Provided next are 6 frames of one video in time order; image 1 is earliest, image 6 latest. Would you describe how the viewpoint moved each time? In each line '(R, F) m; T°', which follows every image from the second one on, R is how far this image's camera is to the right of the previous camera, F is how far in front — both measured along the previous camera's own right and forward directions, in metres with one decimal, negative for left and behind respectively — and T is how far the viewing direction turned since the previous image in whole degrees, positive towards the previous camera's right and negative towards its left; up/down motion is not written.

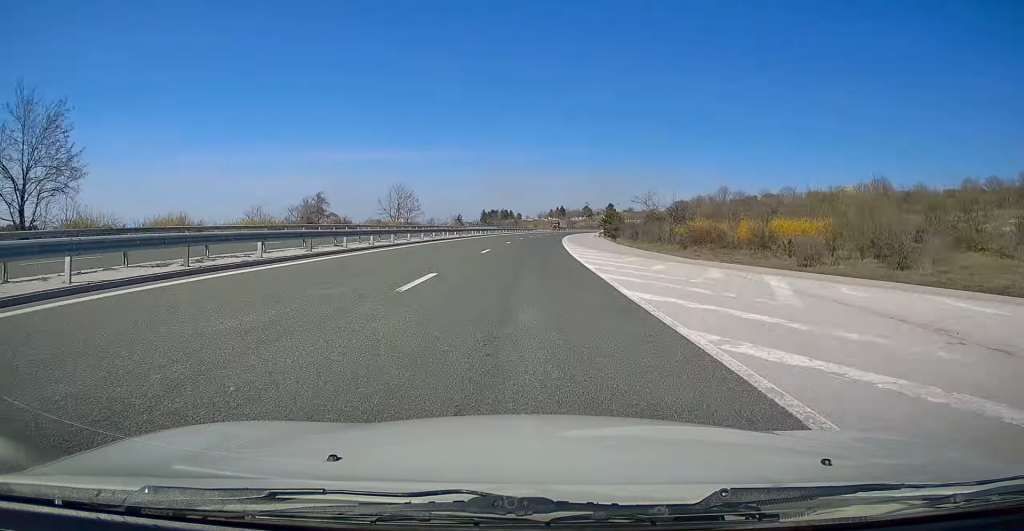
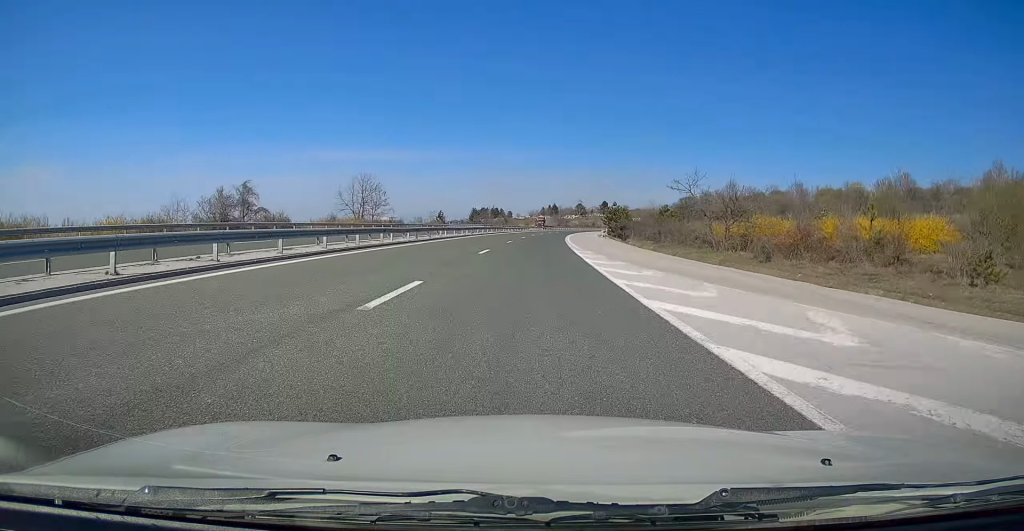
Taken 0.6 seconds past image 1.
(-0.5, +18.5) m; -1°
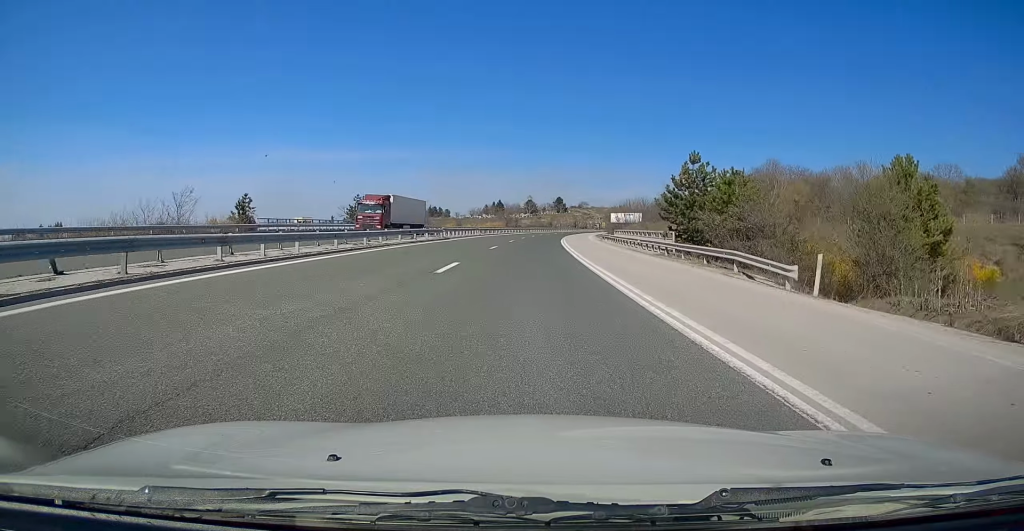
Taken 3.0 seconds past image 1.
(+2.2, +74.4) m; +6°
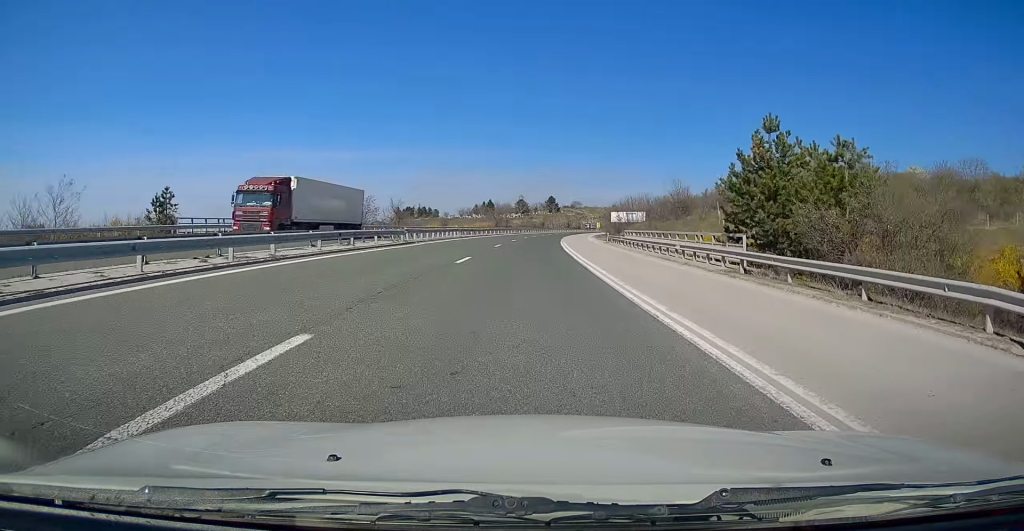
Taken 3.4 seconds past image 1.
(+0.1, +12.5) m; +1°
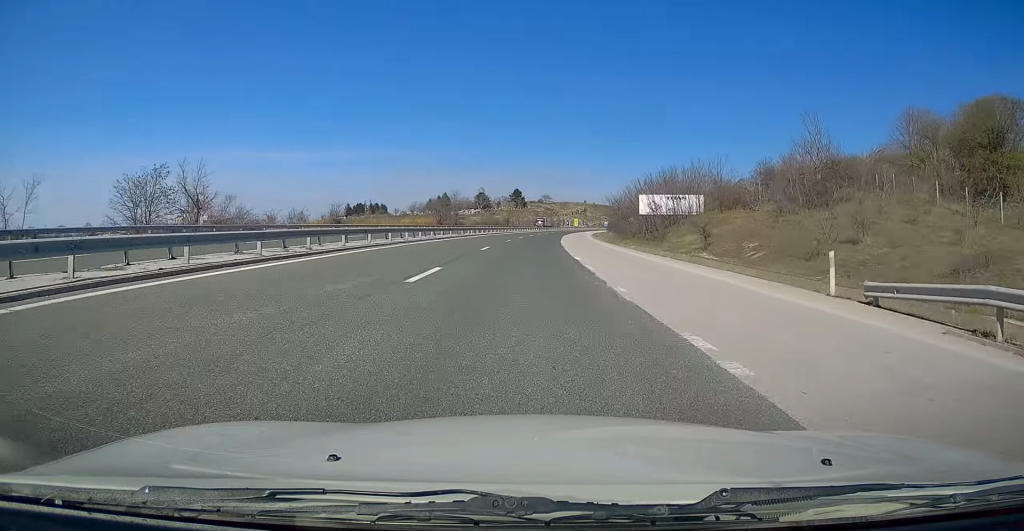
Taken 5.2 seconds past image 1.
(+1.4, +55.3) m; +3°
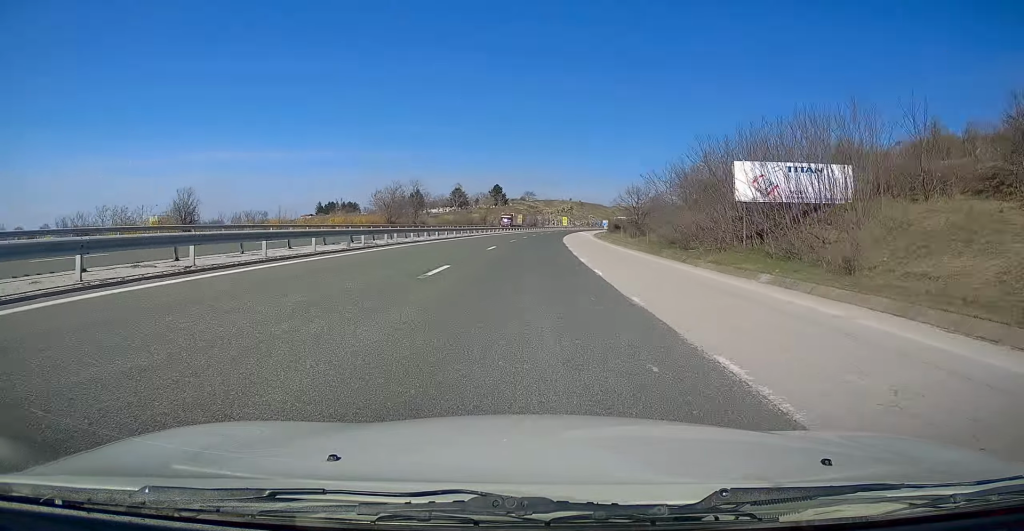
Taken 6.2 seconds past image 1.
(+0.5, +31.6) m; +2°
